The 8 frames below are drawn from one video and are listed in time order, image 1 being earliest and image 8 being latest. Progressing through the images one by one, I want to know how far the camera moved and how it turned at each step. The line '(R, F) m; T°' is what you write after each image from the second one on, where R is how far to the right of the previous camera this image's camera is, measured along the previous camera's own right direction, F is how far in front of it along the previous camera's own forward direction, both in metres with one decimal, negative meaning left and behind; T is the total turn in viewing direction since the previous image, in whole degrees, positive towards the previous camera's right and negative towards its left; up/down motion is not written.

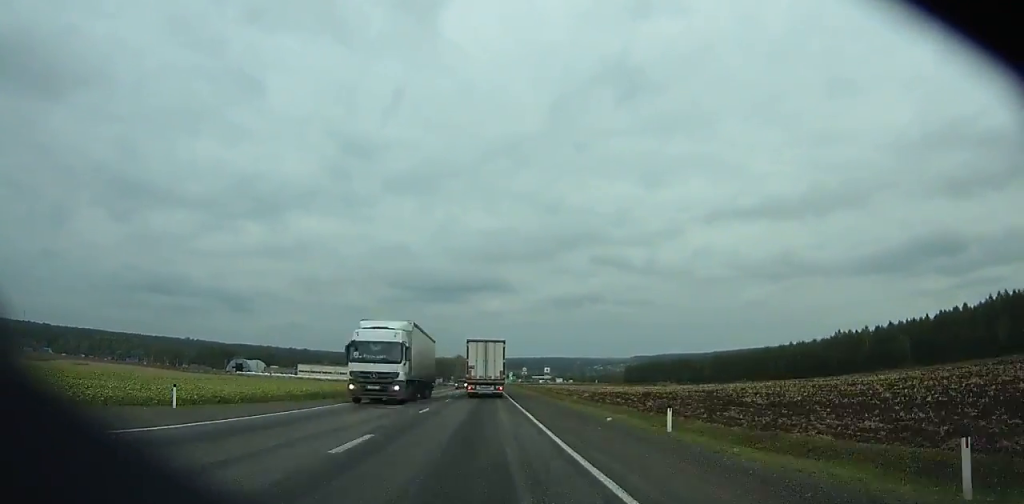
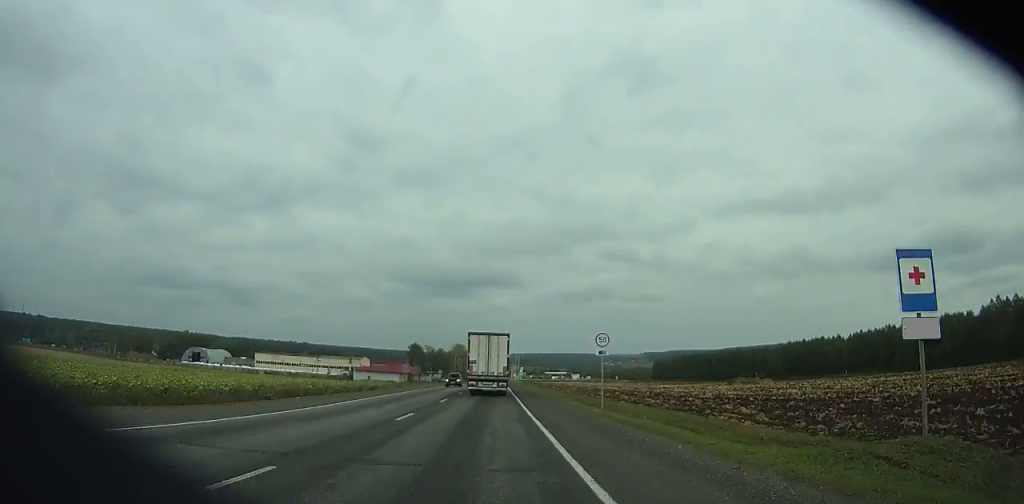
(0.0, +62.4) m; 0°
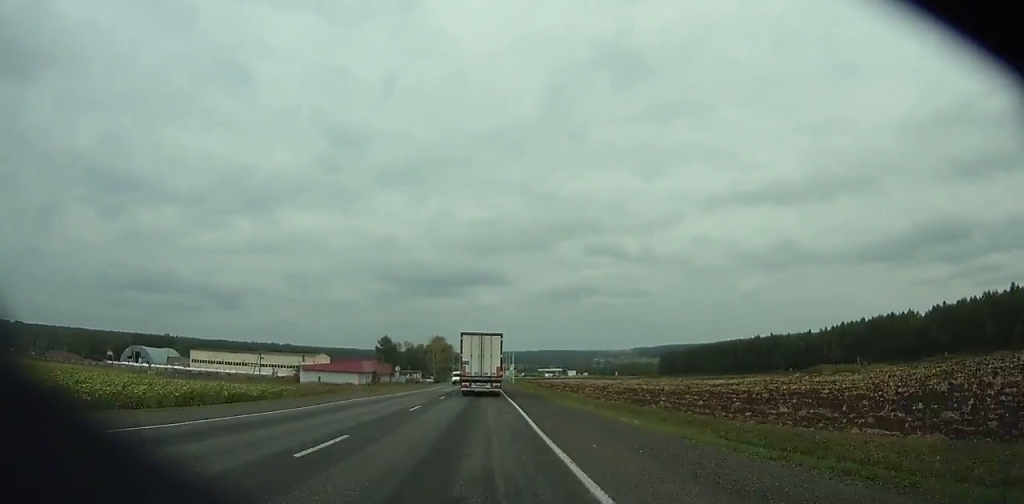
(0.0, +45.3) m; 0°
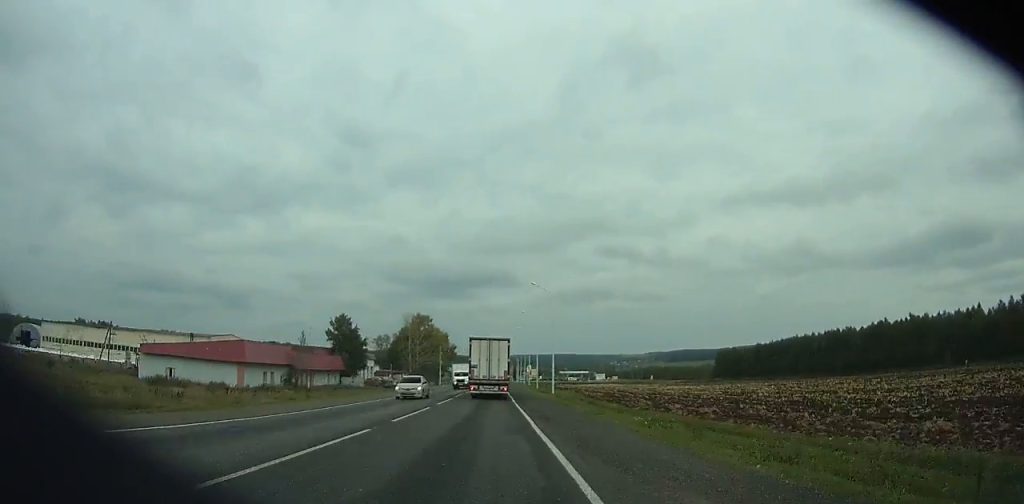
(-0.1, +76.8) m; 0°
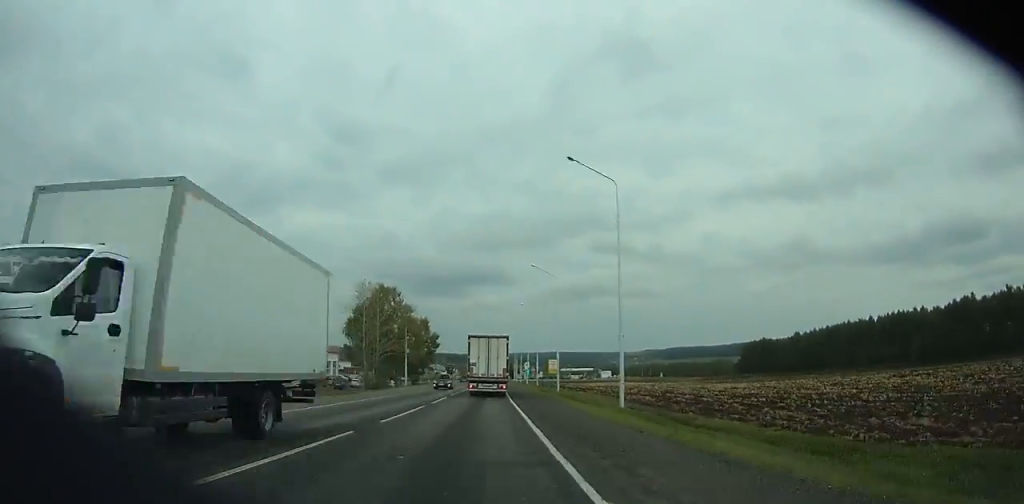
(-0.1, +37.2) m; 0°
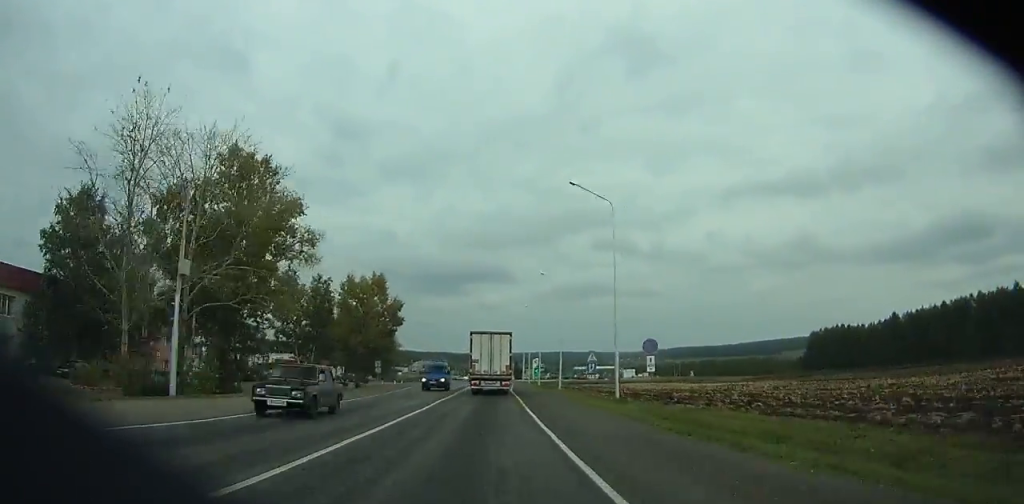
(0.0, +54.8) m; 0°
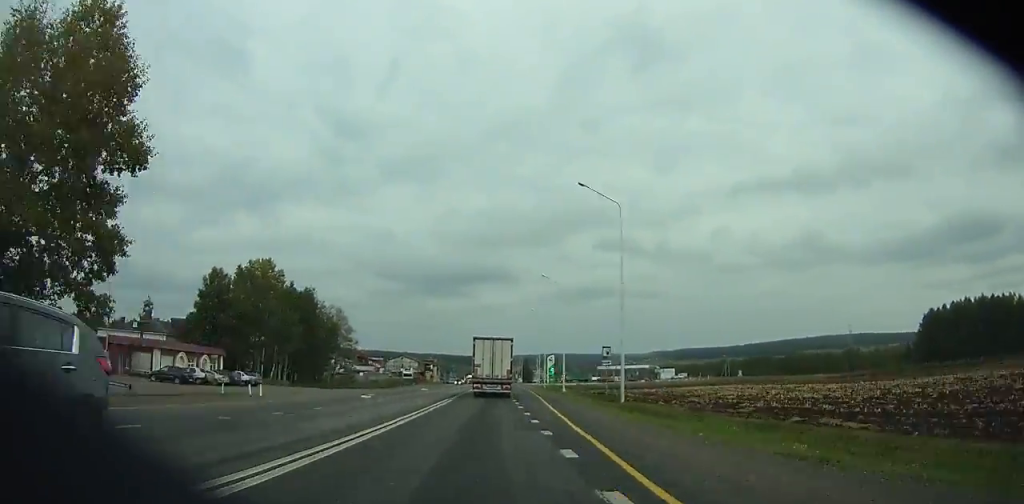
(0.0, +60.6) m; 0°
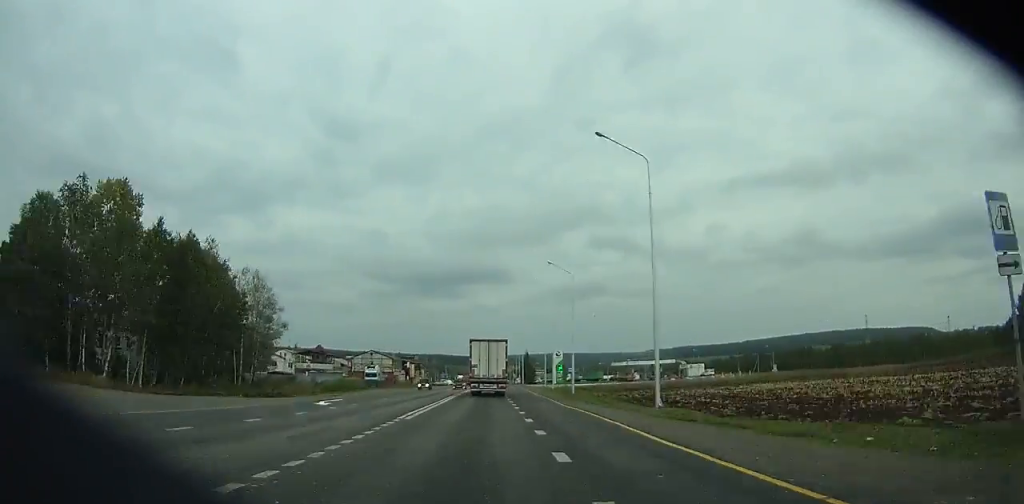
(-0.1, +38.7) m; 0°
